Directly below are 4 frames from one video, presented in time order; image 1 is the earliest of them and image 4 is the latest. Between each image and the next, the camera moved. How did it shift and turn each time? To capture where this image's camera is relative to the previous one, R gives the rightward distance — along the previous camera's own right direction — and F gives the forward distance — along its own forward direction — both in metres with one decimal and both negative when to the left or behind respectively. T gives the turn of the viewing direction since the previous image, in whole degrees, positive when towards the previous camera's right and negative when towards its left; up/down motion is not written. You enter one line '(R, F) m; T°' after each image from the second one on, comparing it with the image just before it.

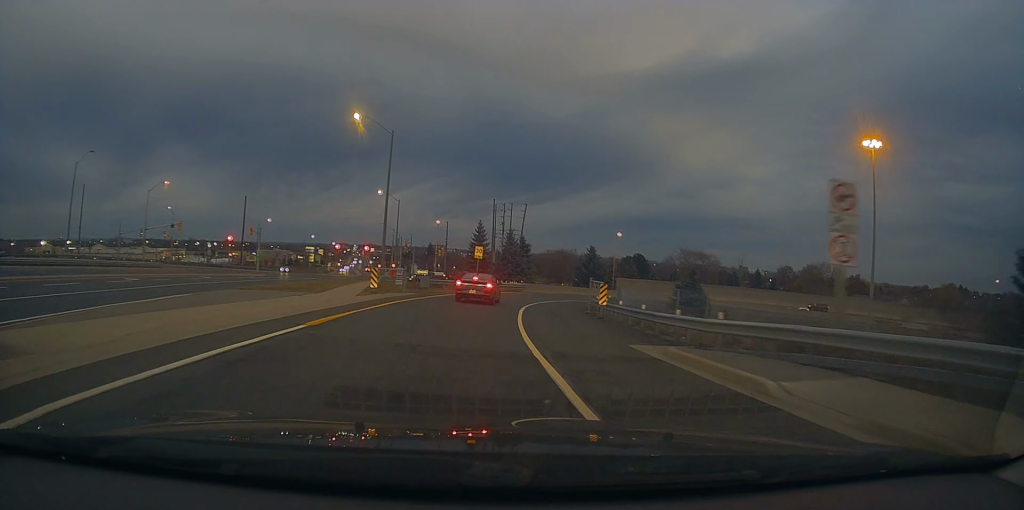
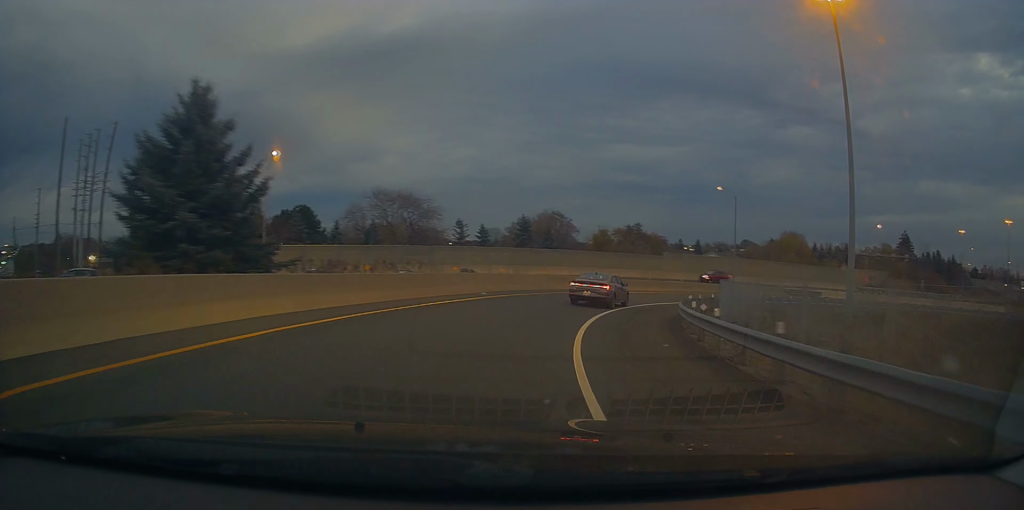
(+12.9, +58.2) m; +35°
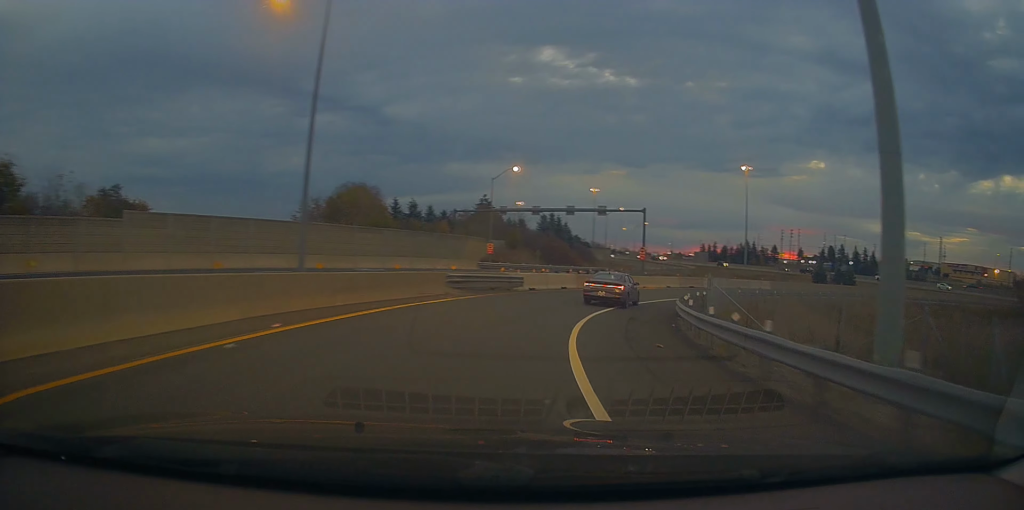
(+17.0, +40.2) m; +48°
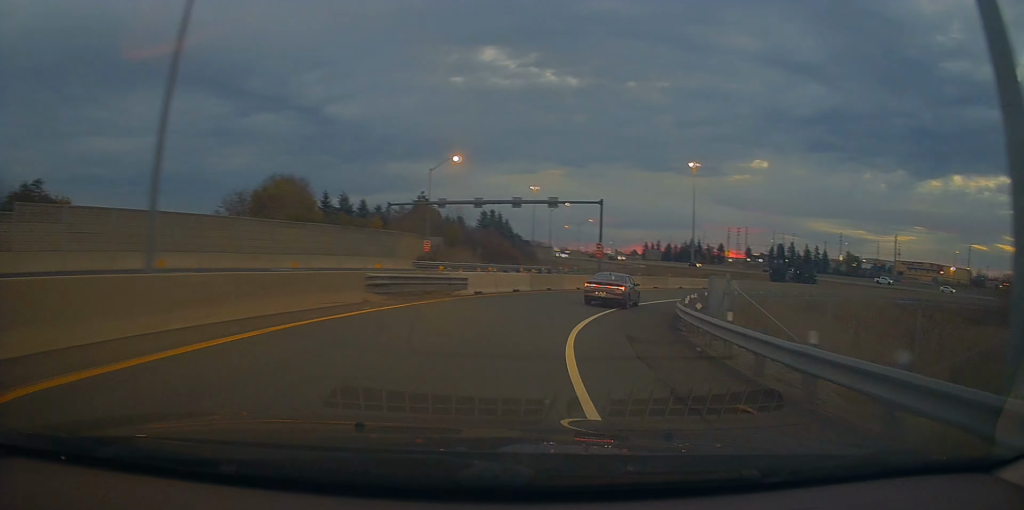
(+0.3, +5.8) m; +6°
